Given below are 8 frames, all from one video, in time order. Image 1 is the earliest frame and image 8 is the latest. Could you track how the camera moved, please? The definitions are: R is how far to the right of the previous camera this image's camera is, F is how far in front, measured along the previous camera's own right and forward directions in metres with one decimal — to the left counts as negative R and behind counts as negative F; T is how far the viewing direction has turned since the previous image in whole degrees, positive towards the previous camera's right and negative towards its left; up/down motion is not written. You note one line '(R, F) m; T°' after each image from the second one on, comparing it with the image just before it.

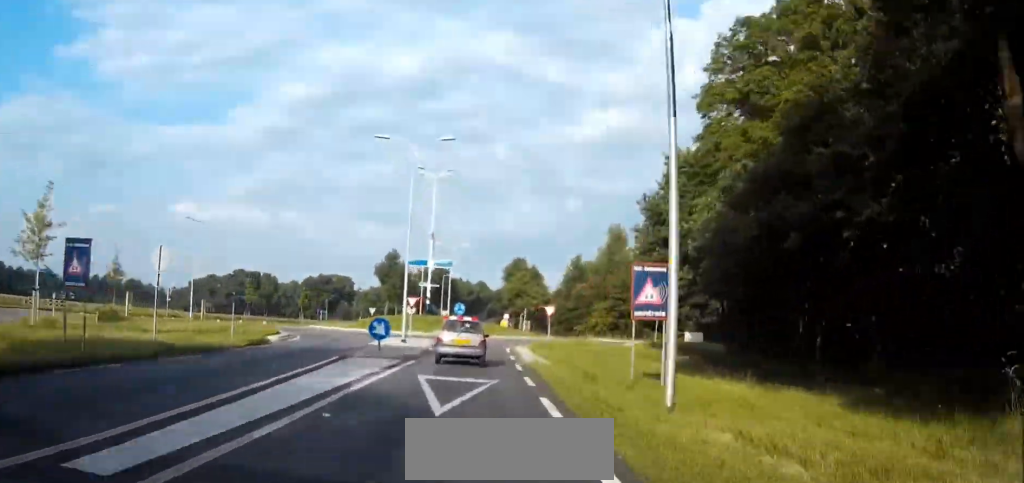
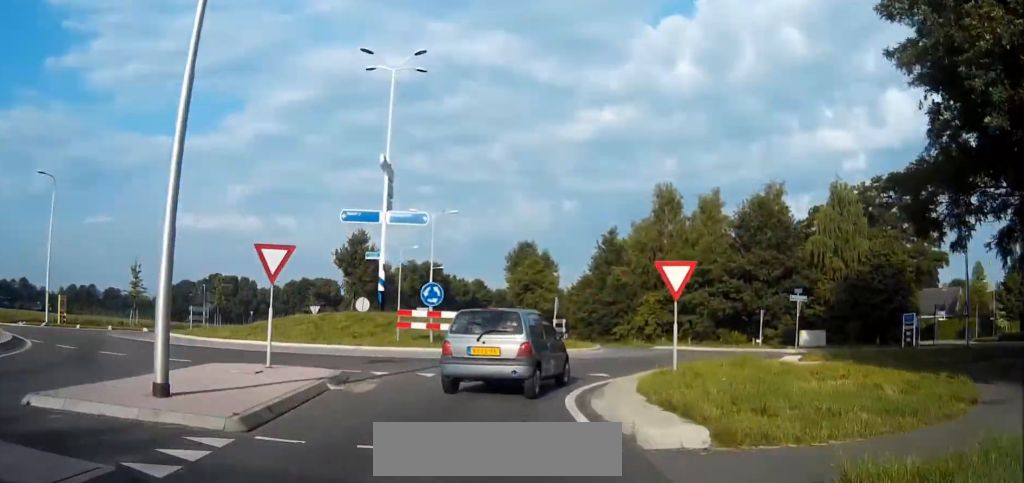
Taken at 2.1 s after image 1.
(+0.6, +26.3) m; +6°
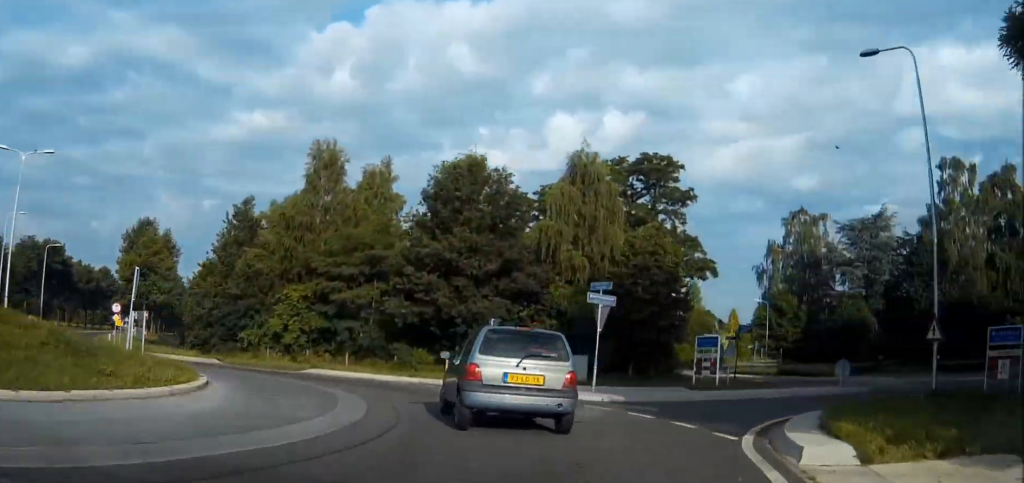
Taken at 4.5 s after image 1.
(+2.2, +22.1) m; +2°
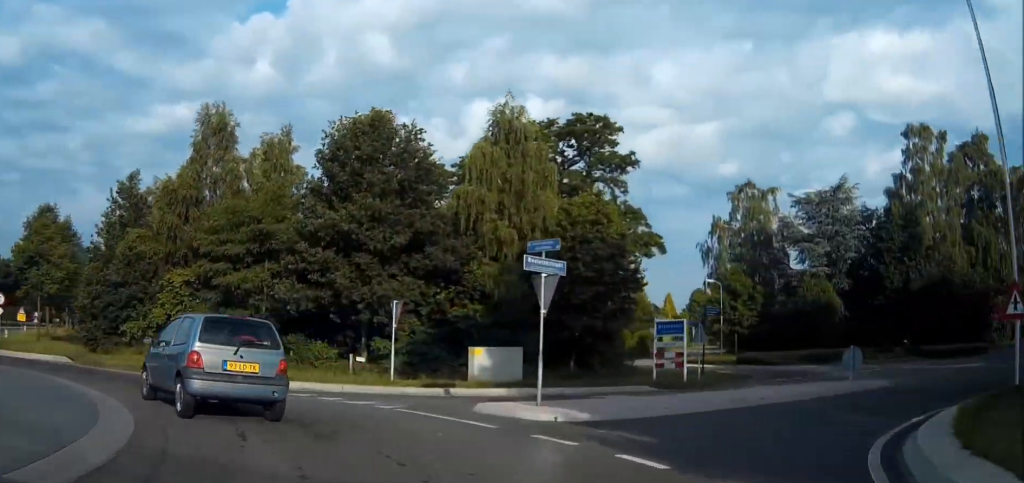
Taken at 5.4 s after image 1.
(+1.9, +7.9) m; -4°
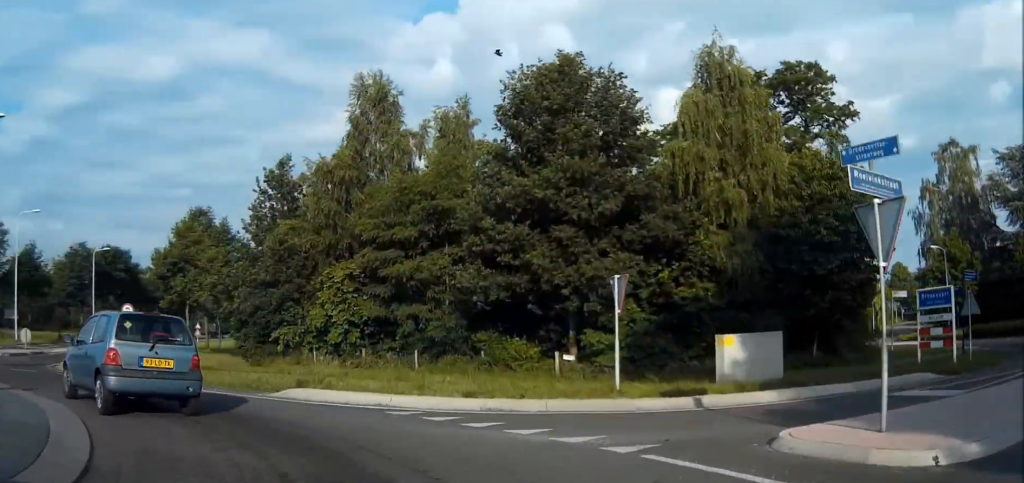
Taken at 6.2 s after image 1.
(-2.0, +6.8) m; -8°
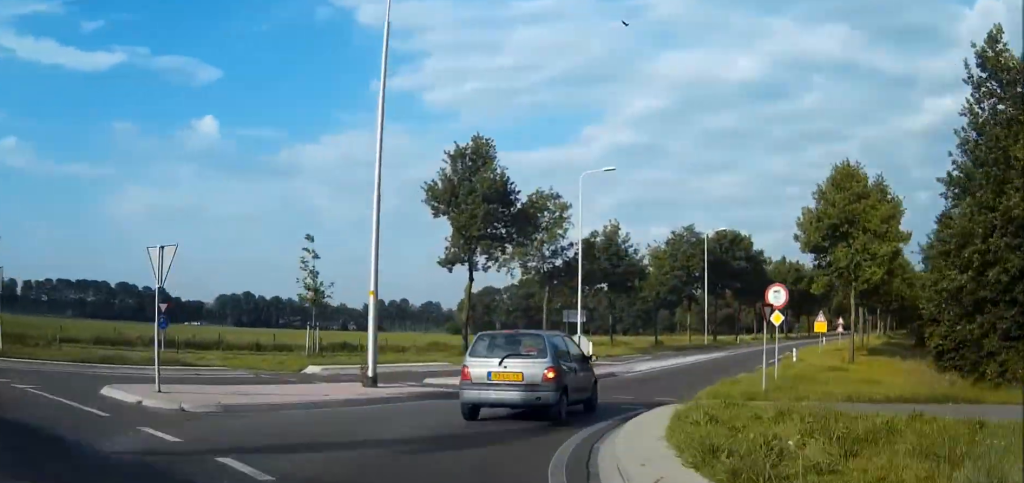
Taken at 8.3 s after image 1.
(-4.1, +19.4) m; -9°
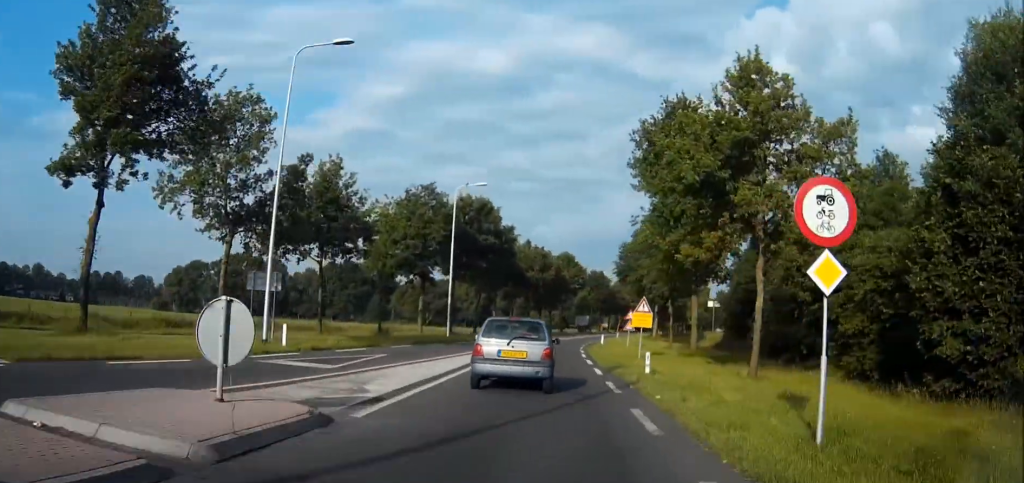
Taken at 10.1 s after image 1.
(+0.5, +17.7) m; +7°
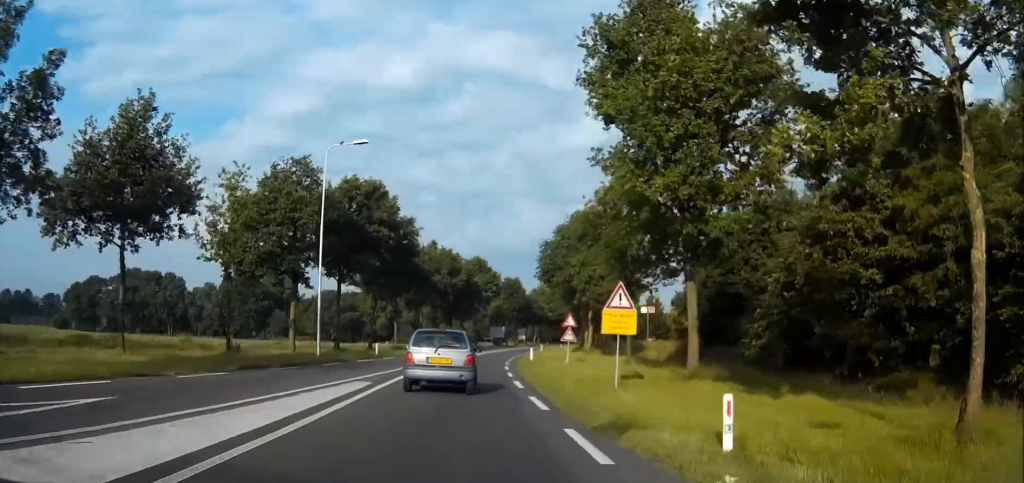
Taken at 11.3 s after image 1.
(+1.6, +14.2) m; +6°
